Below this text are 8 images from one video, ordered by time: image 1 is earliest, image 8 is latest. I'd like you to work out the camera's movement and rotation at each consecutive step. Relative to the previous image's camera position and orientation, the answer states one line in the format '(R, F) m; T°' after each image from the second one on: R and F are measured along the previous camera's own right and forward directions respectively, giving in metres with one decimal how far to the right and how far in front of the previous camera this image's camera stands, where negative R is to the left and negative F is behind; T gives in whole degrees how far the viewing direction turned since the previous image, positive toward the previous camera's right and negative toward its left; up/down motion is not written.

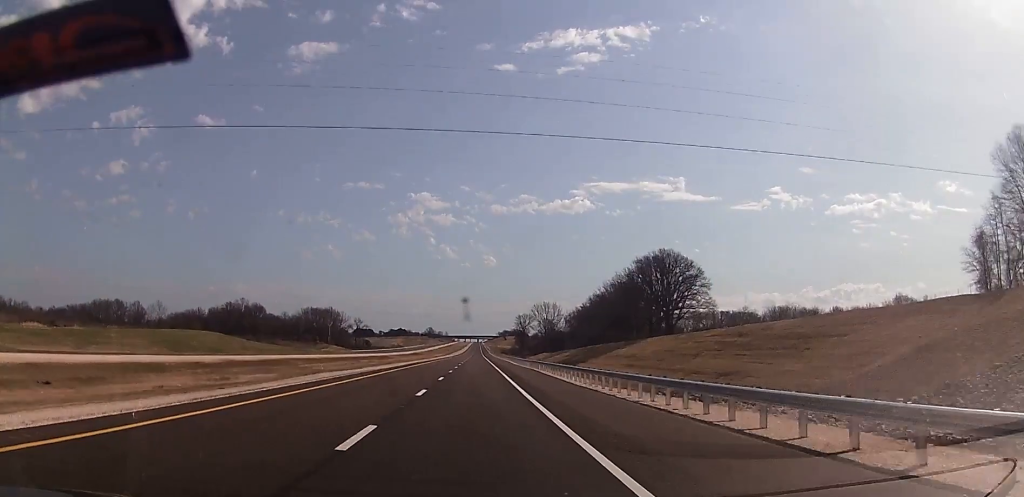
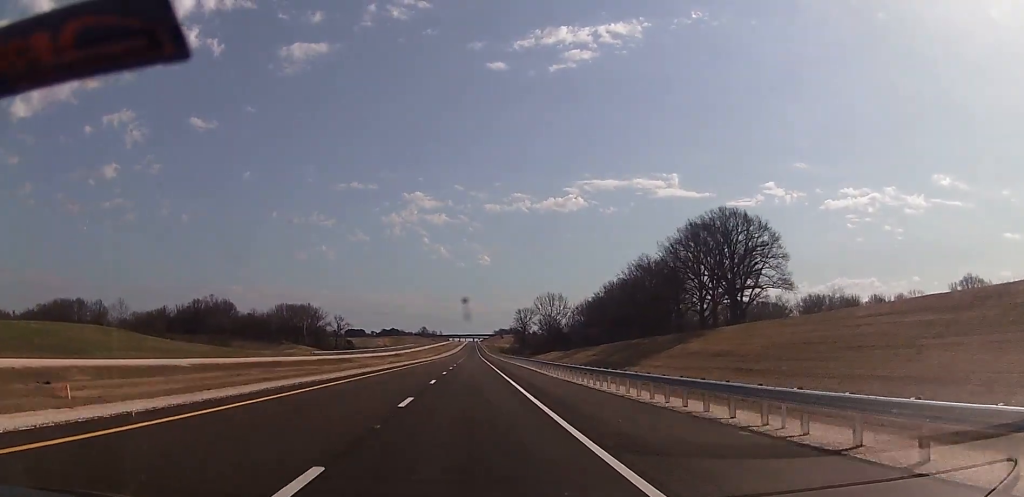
(0.0, +53.3) m; 0°
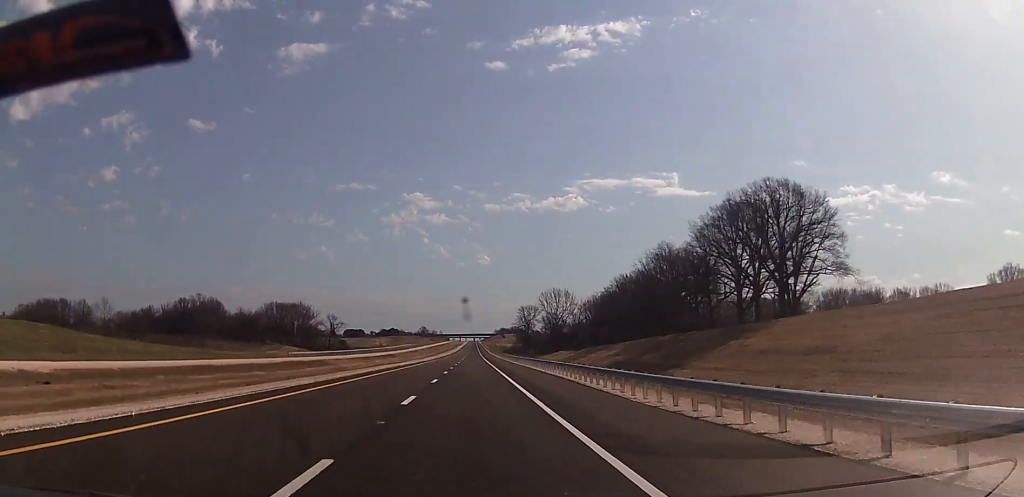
(0.0, +23.7) m; 0°
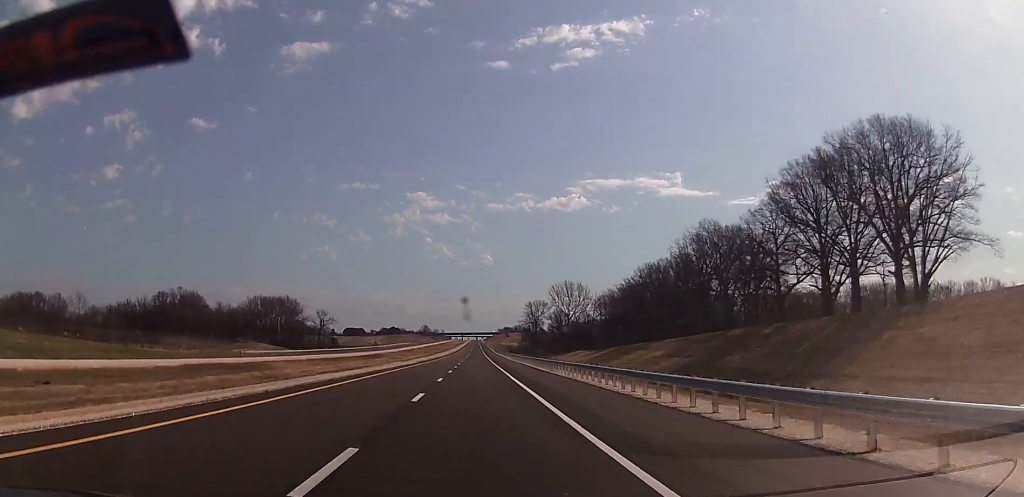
(0.0, +35.5) m; 0°
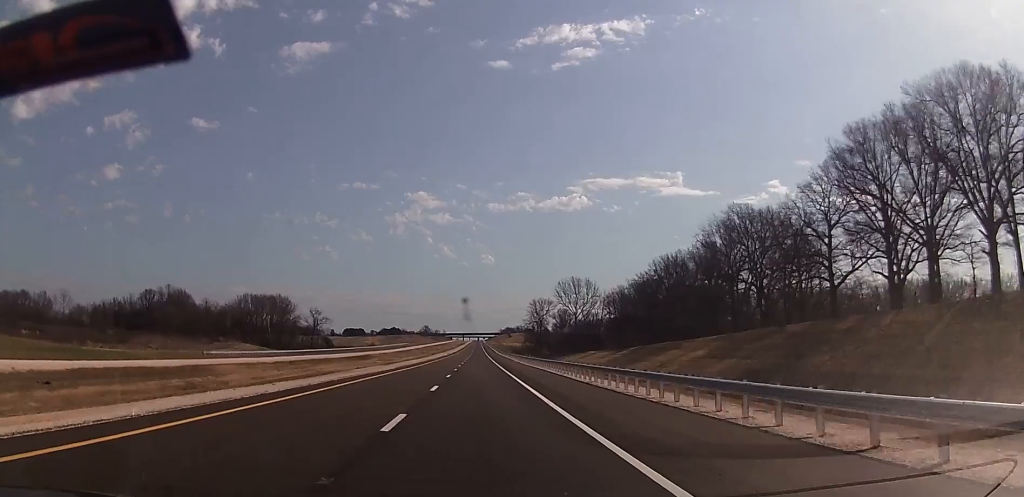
(0.0, +19.0) m; 0°
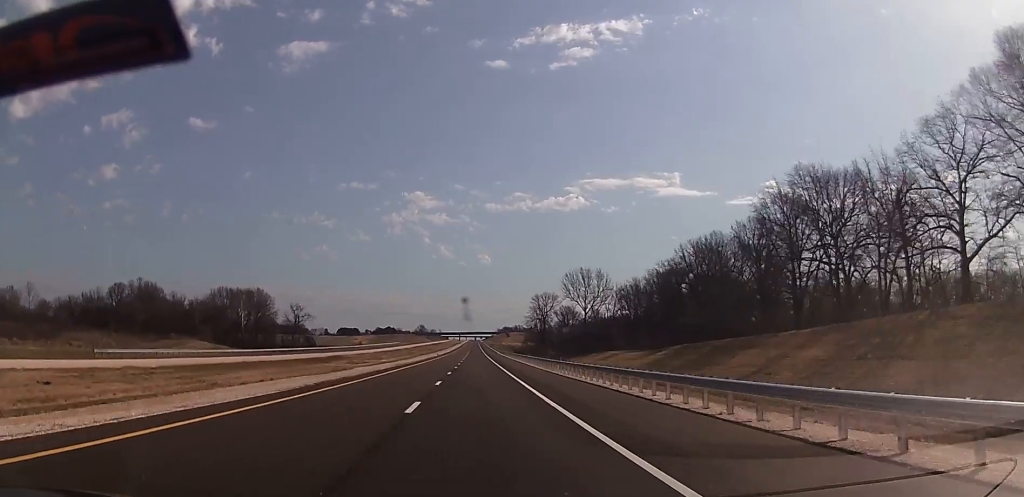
(0.0, +33.2) m; 0°
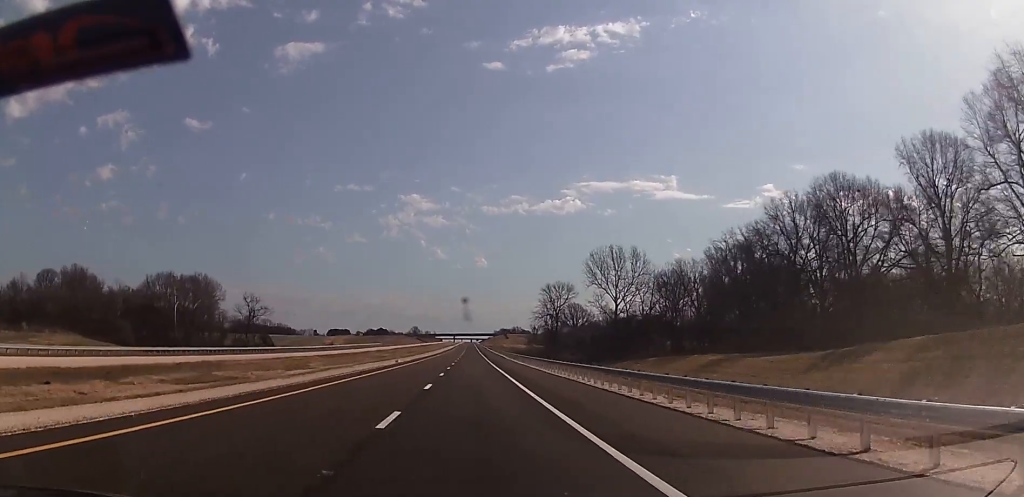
(0.0, +63.8) m; 0°
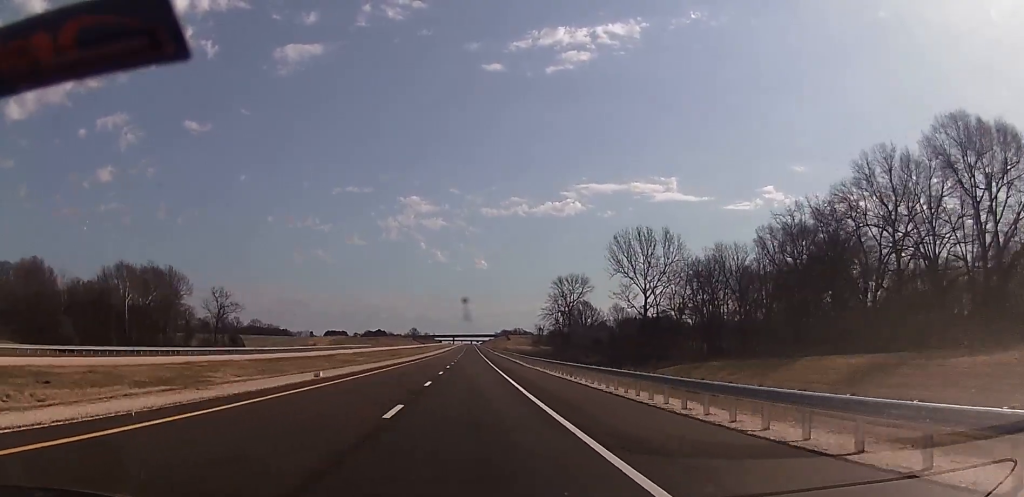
(+0.2, +34.3) m; +1°
